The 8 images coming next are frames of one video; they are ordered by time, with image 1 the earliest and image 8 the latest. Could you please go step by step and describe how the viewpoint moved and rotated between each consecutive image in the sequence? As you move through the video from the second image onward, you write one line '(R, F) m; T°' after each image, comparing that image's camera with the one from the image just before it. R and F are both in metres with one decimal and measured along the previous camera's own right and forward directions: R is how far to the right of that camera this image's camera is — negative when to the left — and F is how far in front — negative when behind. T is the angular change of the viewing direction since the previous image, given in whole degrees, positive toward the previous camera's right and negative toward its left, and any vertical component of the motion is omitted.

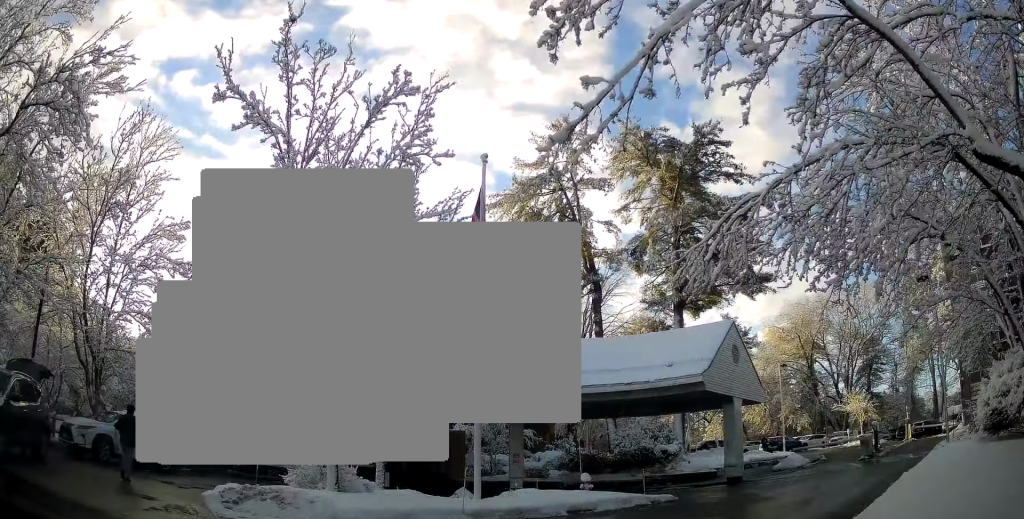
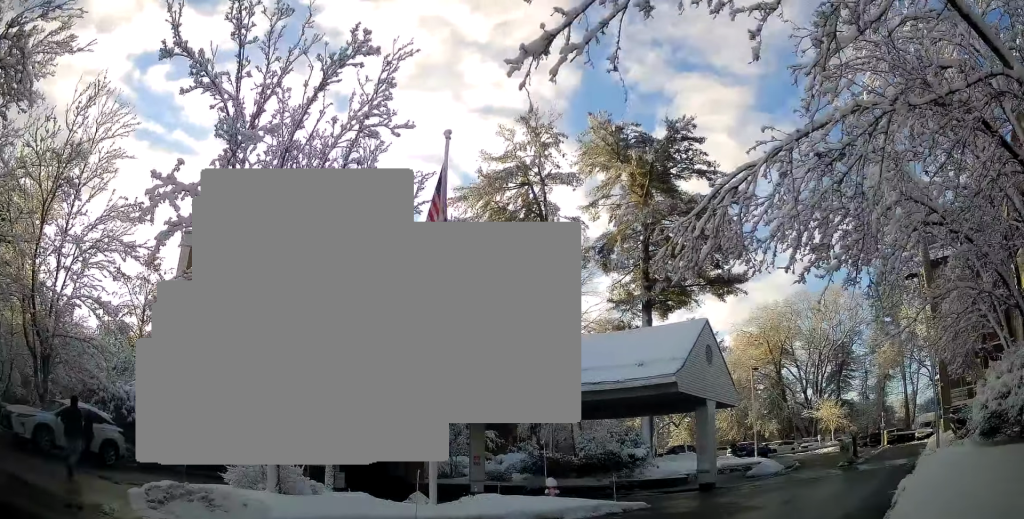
(0.0, +1.9) m; +3°
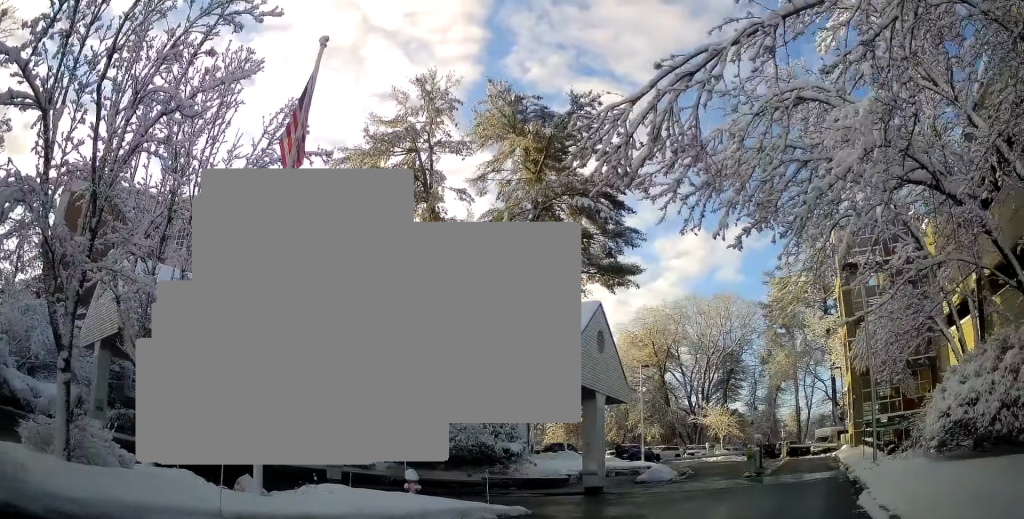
(+0.2, +3.9) m; +4°
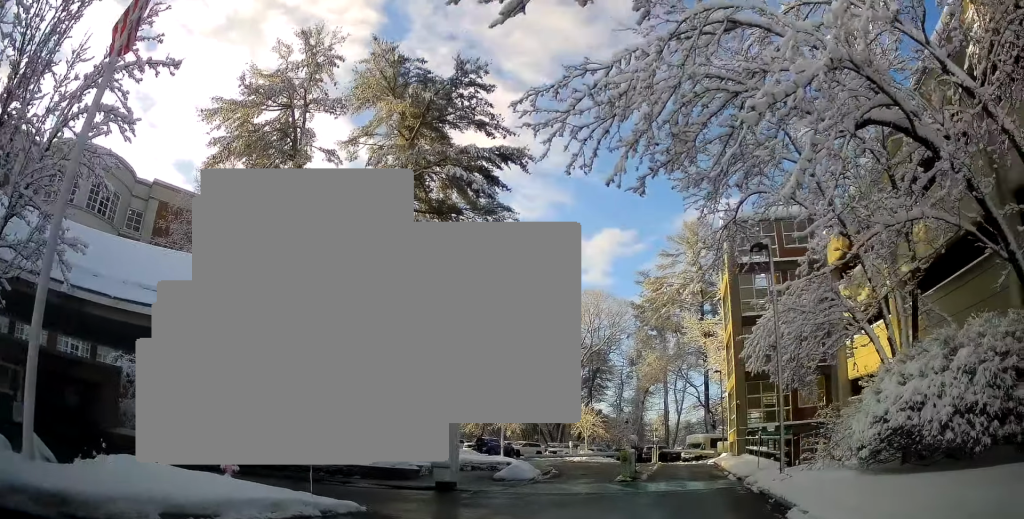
(0.0, +2.8) m; +6°
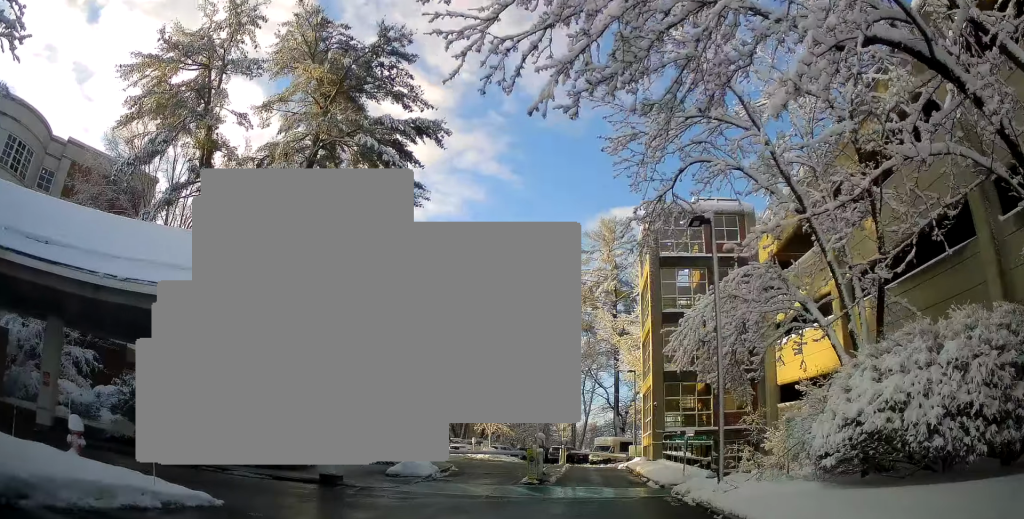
(+0.3, +2.3) m; +5°
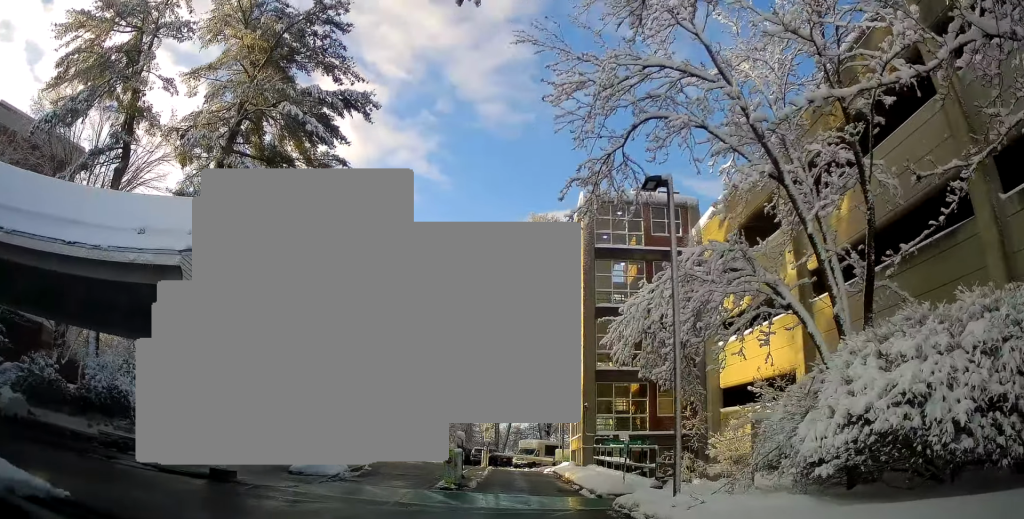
(+0.1, +2.4) m; +7°
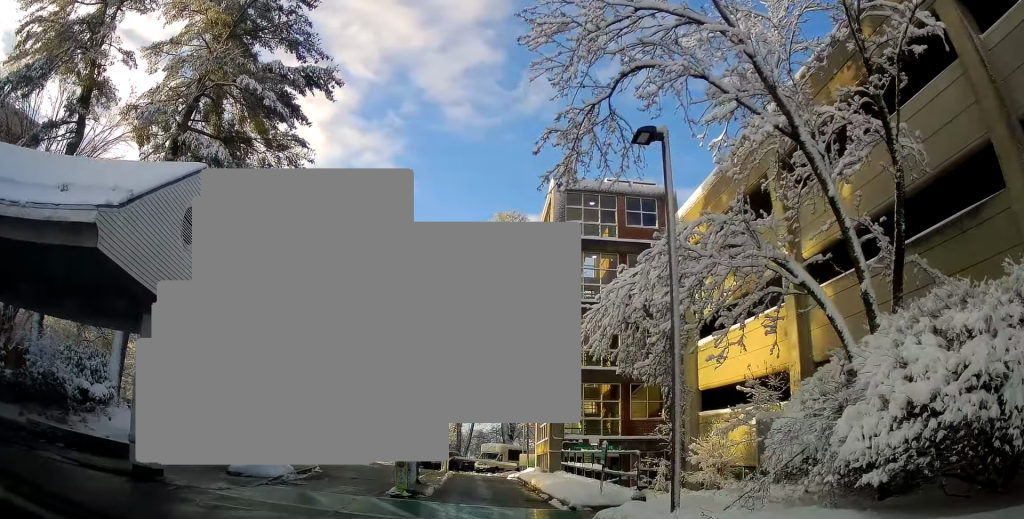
(-0.2, +2.2) m; +9°
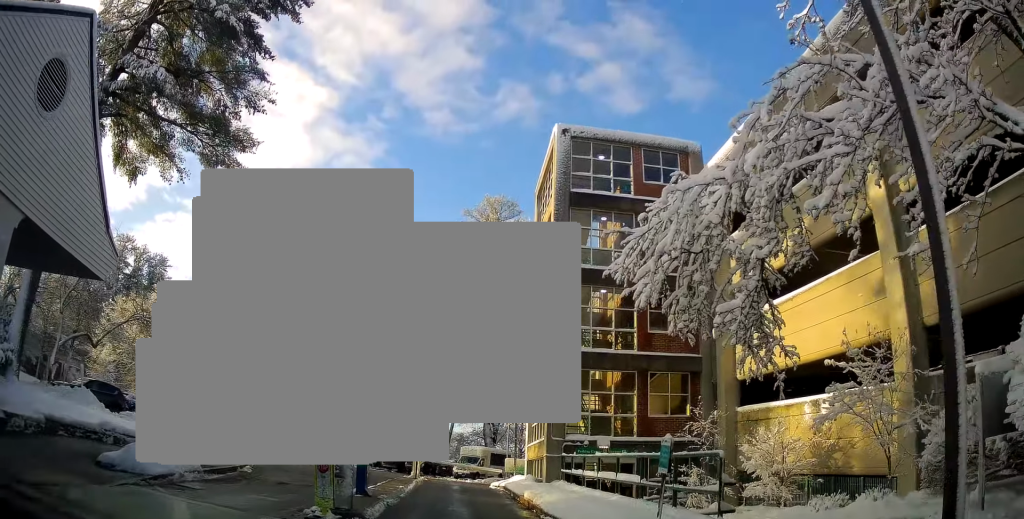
(+0.8, +6.6) m; -2°
